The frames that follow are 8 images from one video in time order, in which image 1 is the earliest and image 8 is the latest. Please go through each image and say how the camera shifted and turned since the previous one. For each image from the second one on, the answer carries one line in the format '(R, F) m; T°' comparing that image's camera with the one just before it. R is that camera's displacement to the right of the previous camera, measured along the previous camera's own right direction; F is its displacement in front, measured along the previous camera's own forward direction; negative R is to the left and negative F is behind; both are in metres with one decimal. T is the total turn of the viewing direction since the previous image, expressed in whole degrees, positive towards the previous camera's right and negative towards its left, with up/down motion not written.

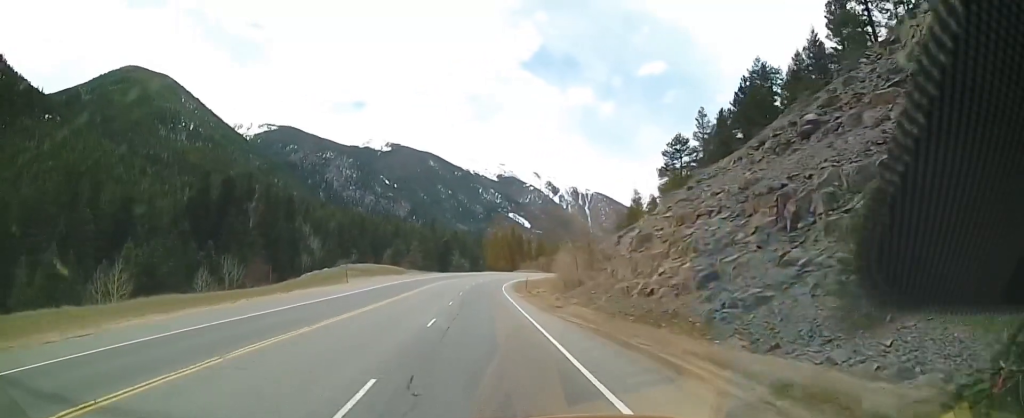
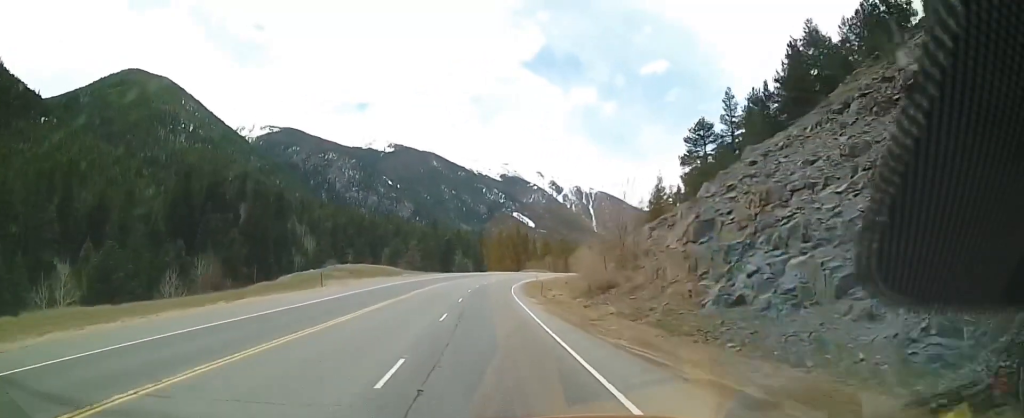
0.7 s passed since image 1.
(-0.1, +10.0) m; -1°
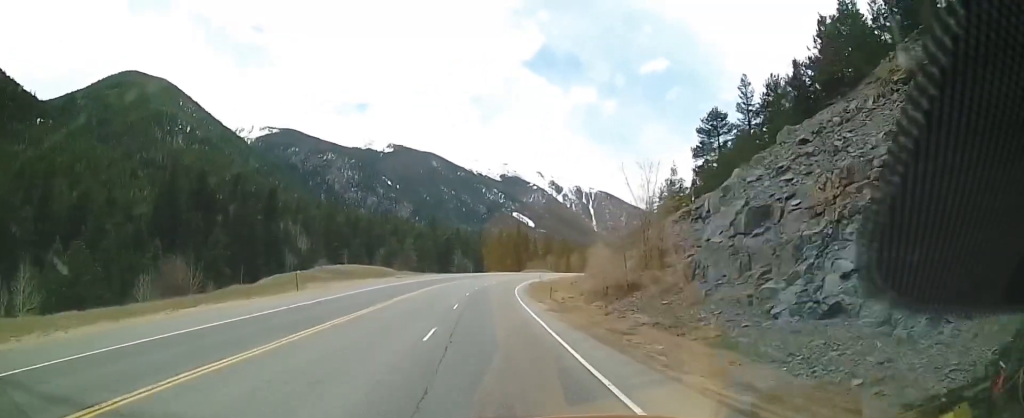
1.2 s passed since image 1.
(-0.1, +5.9) m; -1°
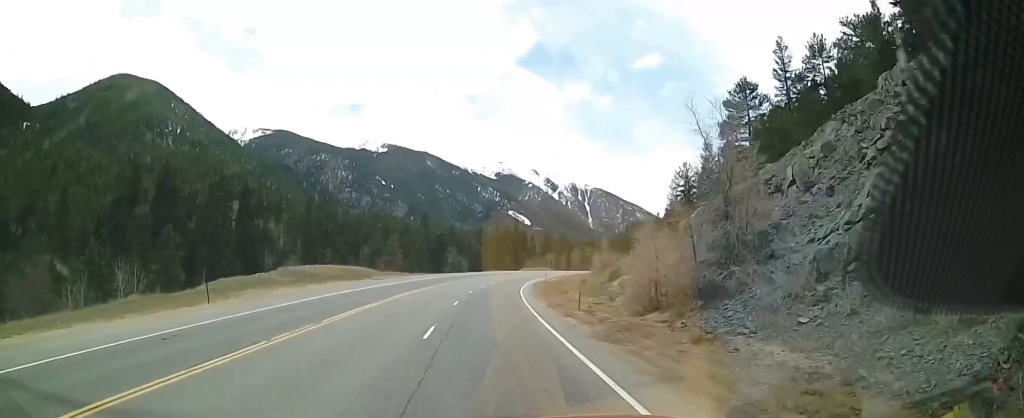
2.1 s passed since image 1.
(-0.1, +12.4) m; -1°
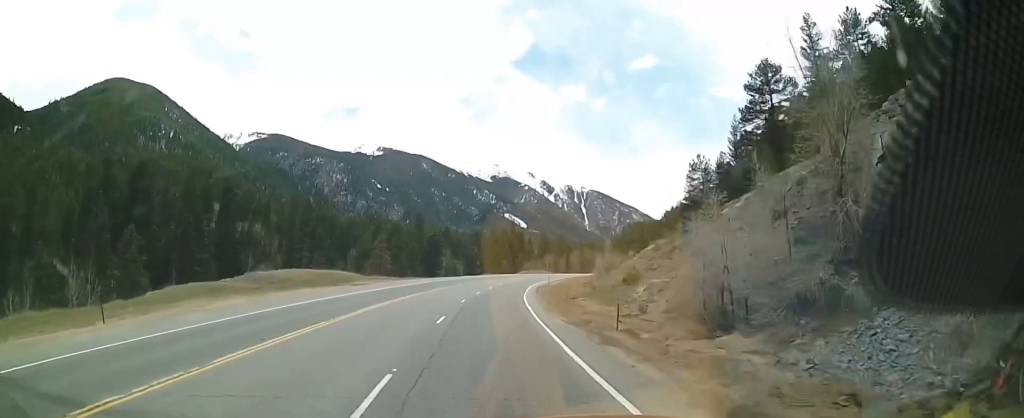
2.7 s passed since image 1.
(0.0, +7.8) m; +1°
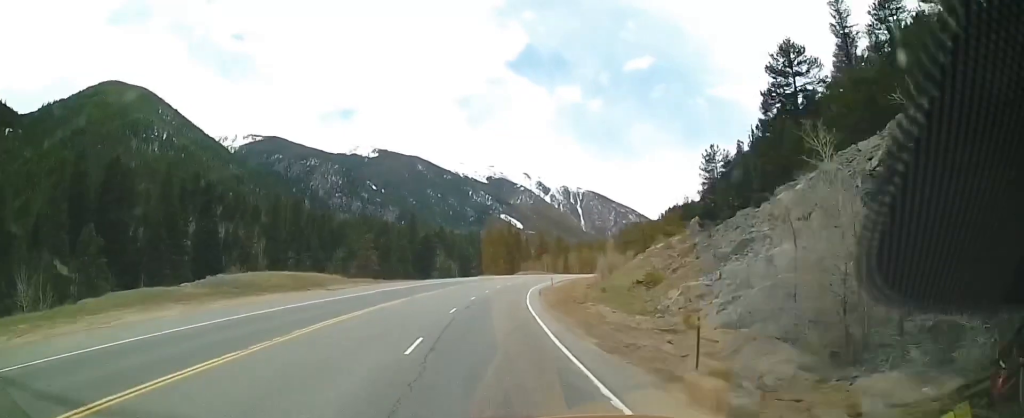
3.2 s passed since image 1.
(-0.2, +6.9) m; +1°
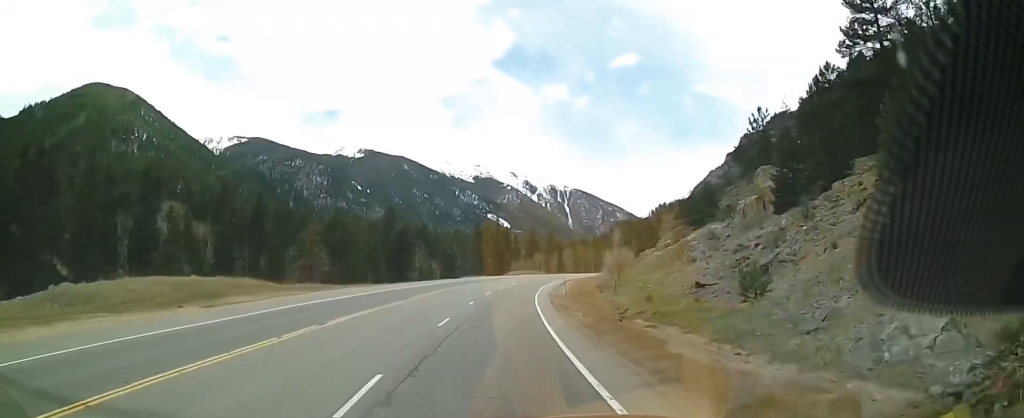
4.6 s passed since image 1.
(+0.4, +17.8) m; 0°
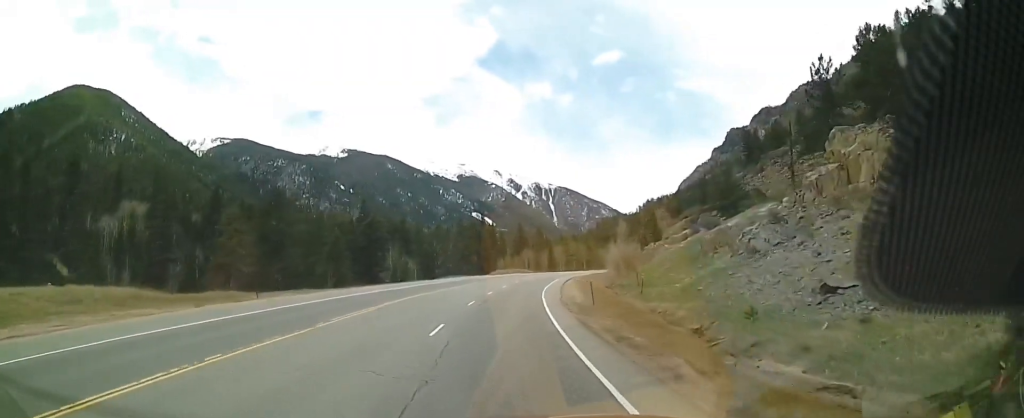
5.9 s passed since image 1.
(-0.1, +15.4) m; +3°
